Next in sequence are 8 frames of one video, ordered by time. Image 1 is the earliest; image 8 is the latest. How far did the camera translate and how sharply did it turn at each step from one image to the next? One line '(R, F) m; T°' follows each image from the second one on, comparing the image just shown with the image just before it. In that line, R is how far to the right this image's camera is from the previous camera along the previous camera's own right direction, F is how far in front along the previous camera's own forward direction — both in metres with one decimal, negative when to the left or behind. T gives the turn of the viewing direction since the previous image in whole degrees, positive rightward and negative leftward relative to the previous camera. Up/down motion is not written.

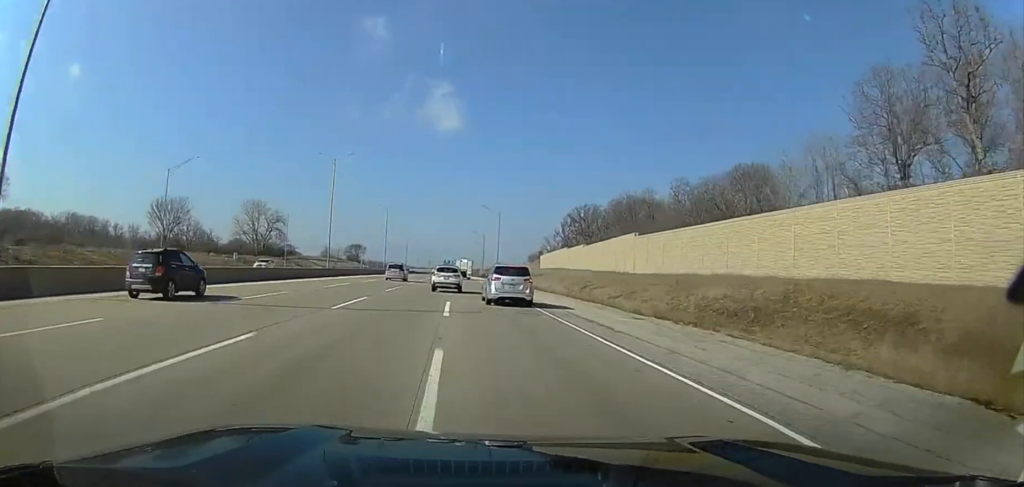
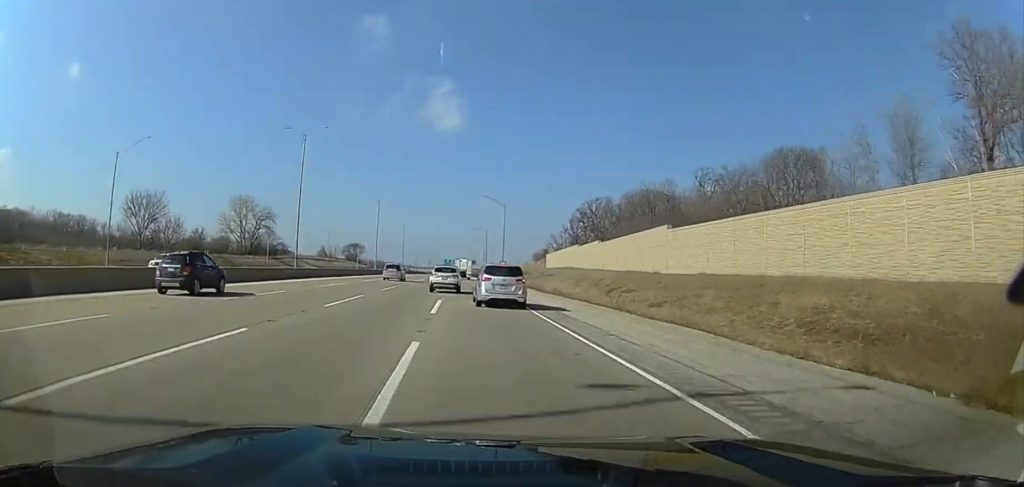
(0.0, +14.2) m; 0°
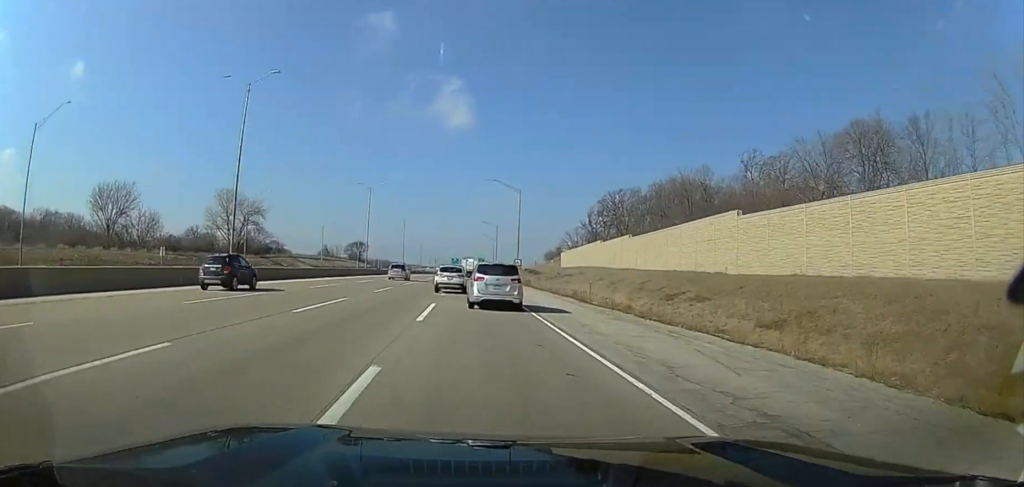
(0.0, +18.0) m; 0°
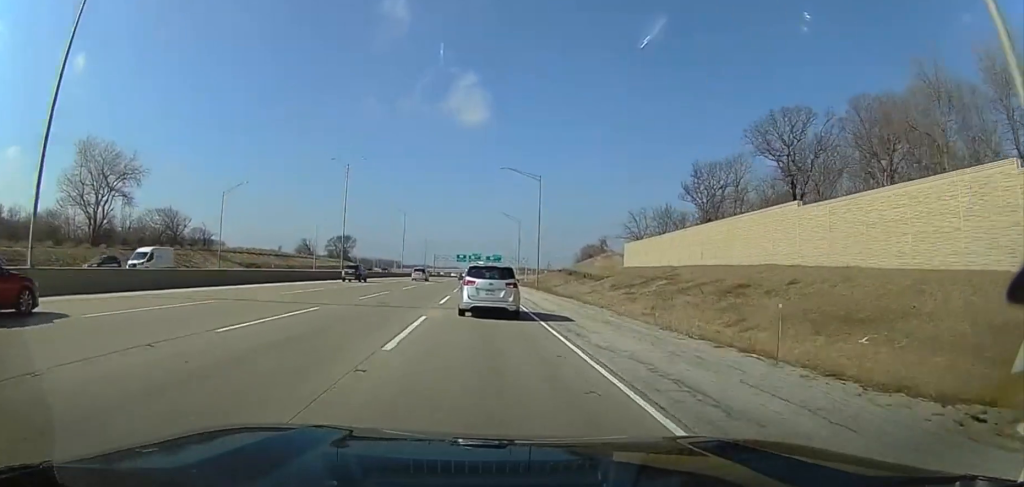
(0.0, +81.2) m; 0°
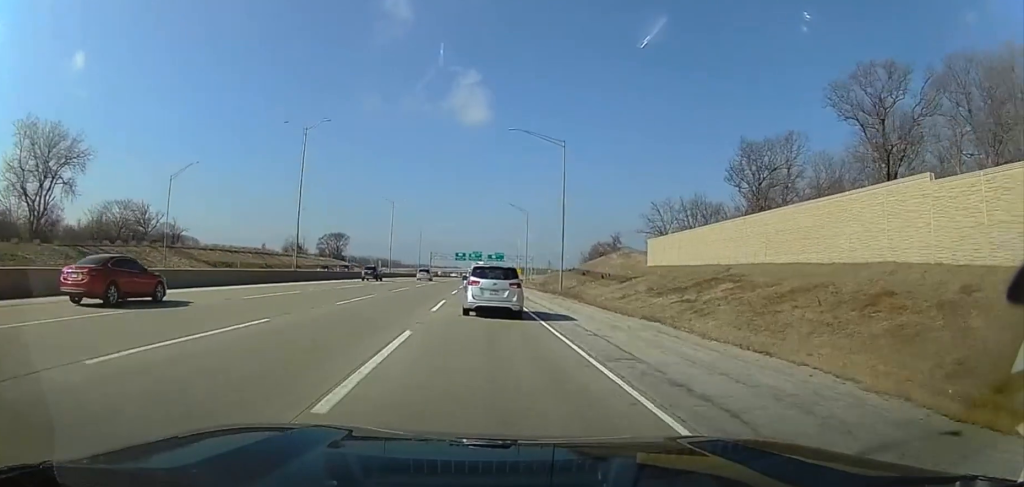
(0.0, +19.8) m; 0°
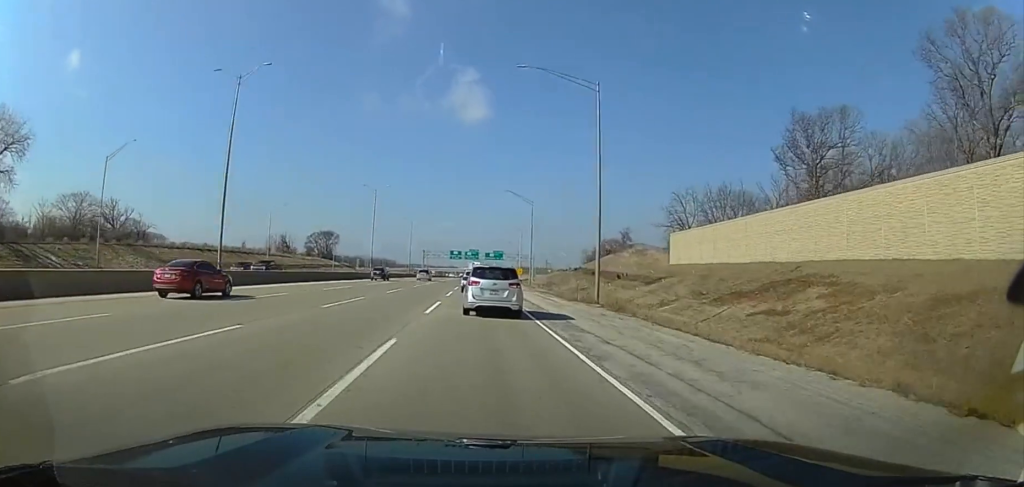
(0.0, +16.8) m; 0°
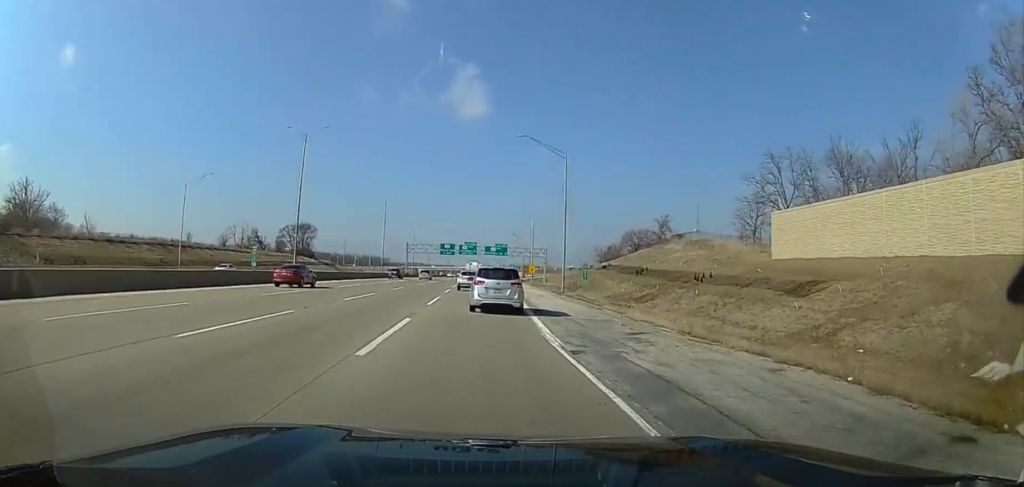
(+0.2, +40.7) m; +1°
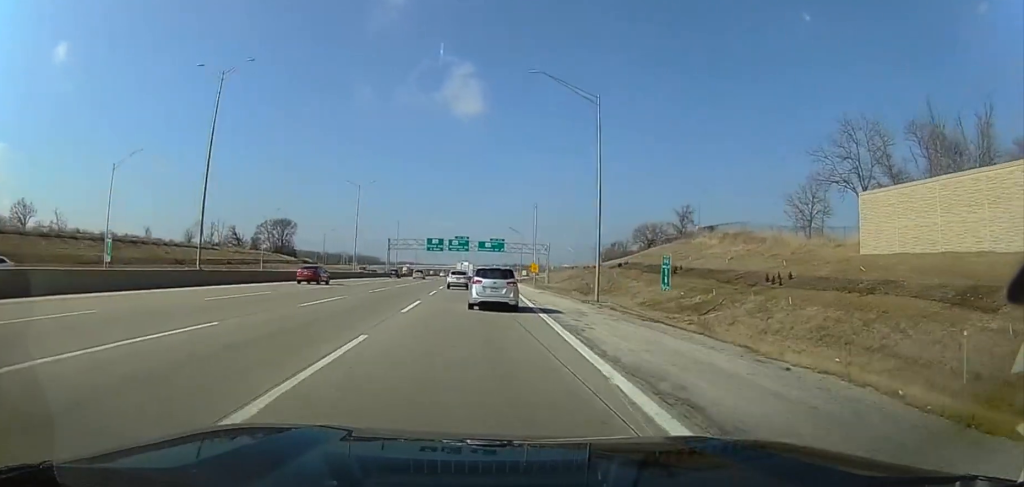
(+0.1, +20.0) m; 0°
